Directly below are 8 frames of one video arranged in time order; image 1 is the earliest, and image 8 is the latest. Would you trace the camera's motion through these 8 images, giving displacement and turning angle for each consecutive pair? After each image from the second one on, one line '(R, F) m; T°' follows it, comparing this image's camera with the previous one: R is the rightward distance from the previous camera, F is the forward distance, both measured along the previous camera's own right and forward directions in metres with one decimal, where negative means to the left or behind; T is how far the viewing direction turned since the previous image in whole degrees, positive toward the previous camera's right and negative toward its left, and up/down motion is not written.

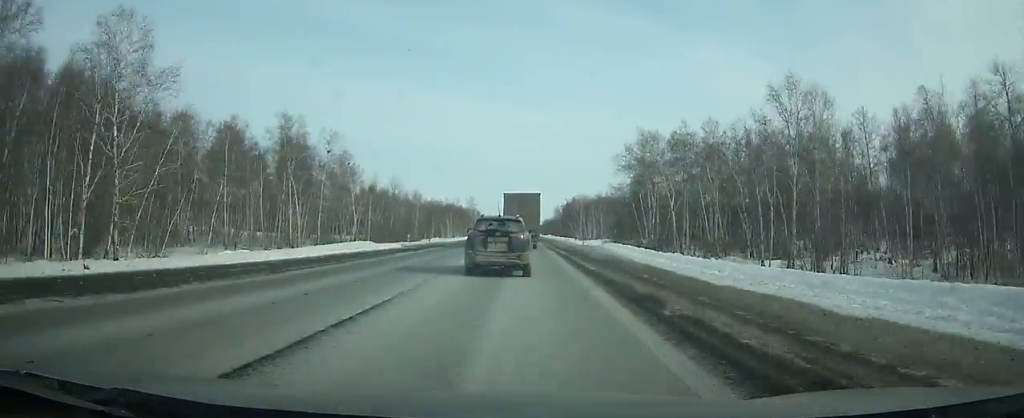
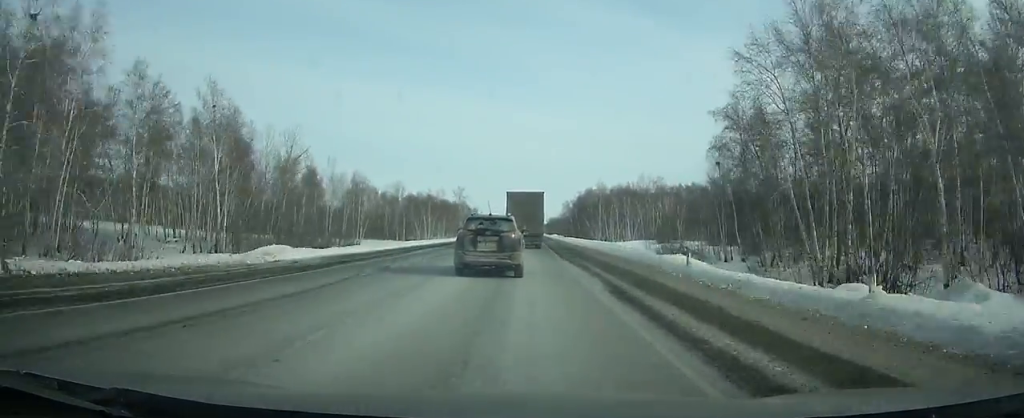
(0.0, +50.7) m; 0°
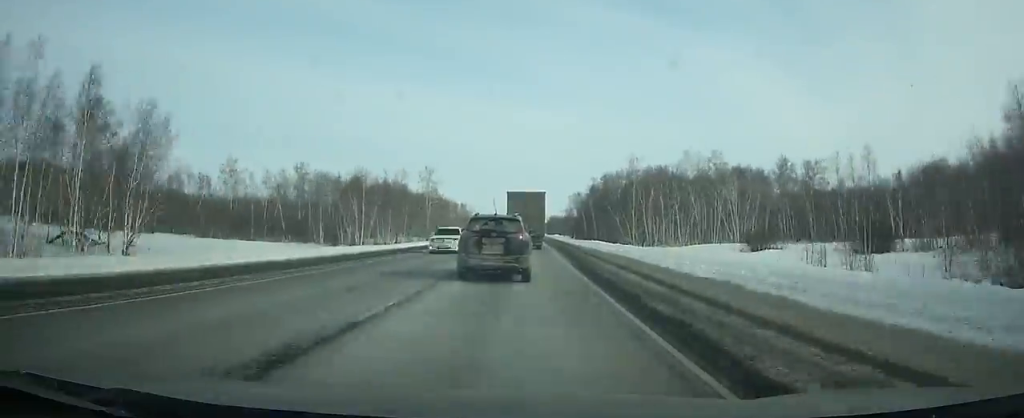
(-0.2, +58.0) m; 0°
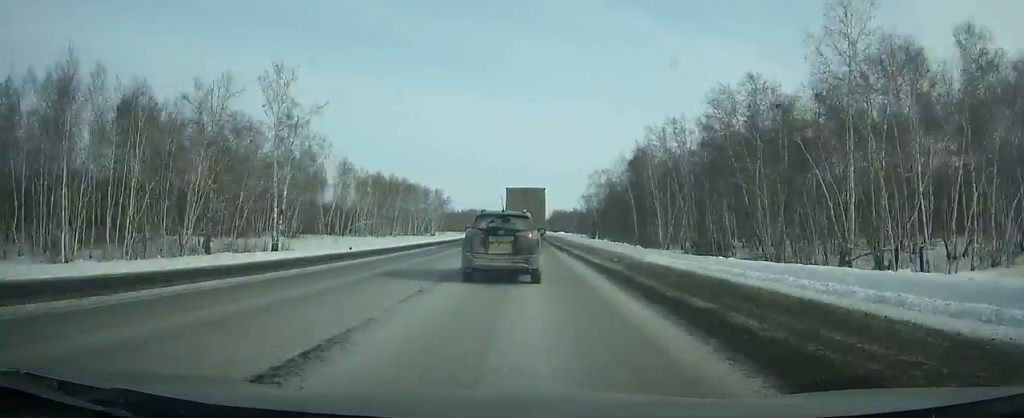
(0.0, +81.5) m; 0°
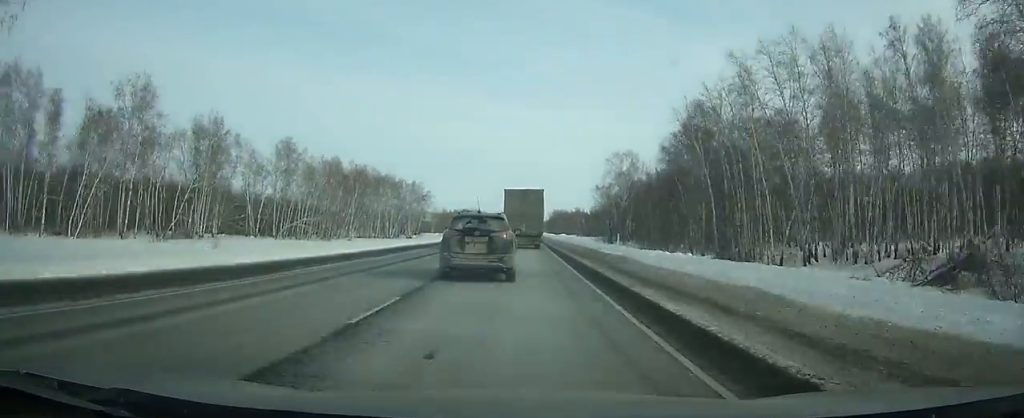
(0.0, +39.7) m; 0°
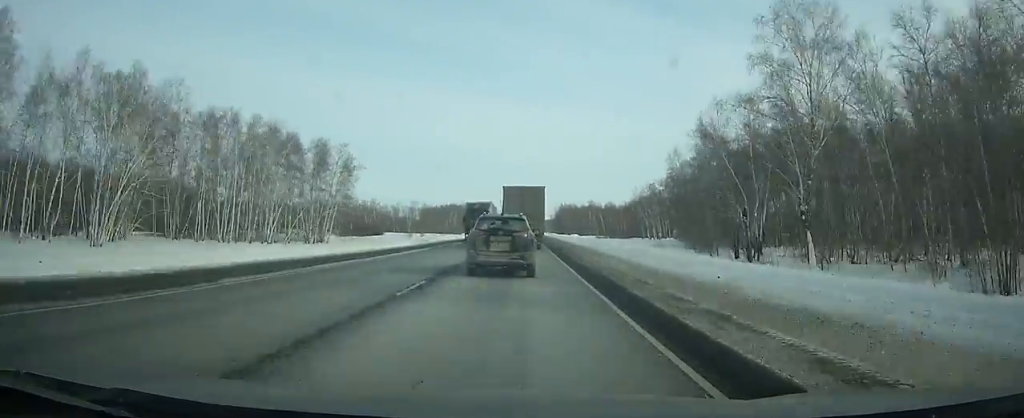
(+0.3, +82.1) m; 0°
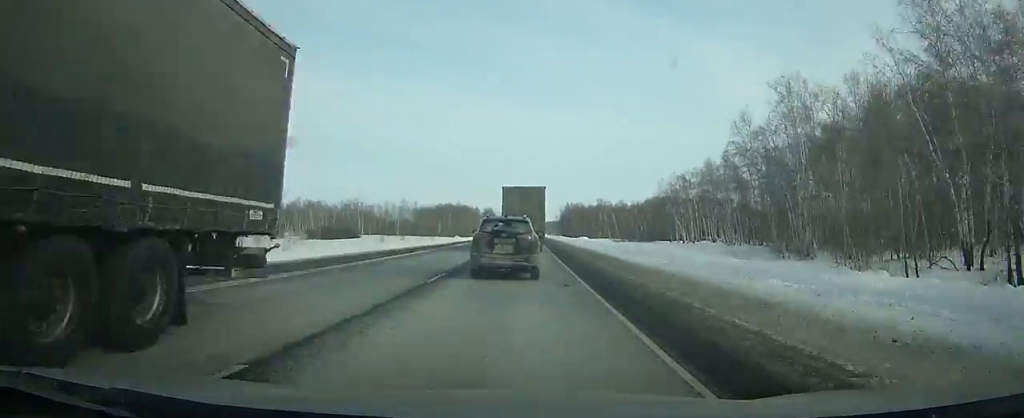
(0.0, +32.9) m; 0°
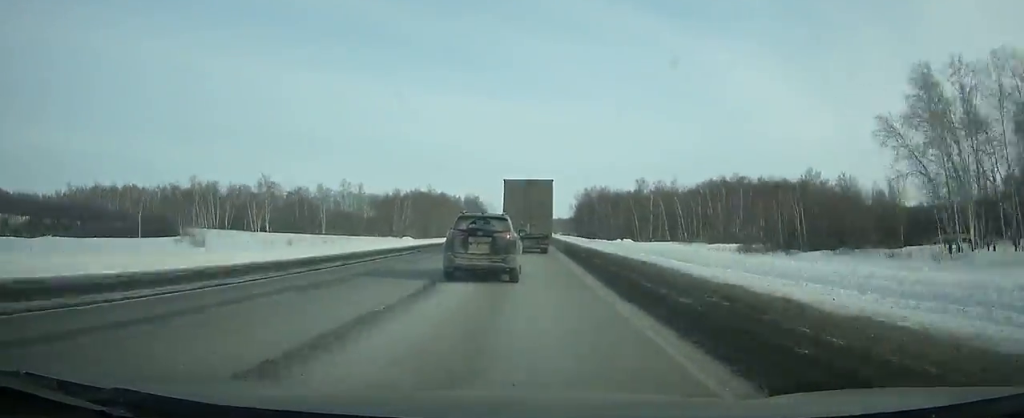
(-0.3, +101.1) m; 0°
